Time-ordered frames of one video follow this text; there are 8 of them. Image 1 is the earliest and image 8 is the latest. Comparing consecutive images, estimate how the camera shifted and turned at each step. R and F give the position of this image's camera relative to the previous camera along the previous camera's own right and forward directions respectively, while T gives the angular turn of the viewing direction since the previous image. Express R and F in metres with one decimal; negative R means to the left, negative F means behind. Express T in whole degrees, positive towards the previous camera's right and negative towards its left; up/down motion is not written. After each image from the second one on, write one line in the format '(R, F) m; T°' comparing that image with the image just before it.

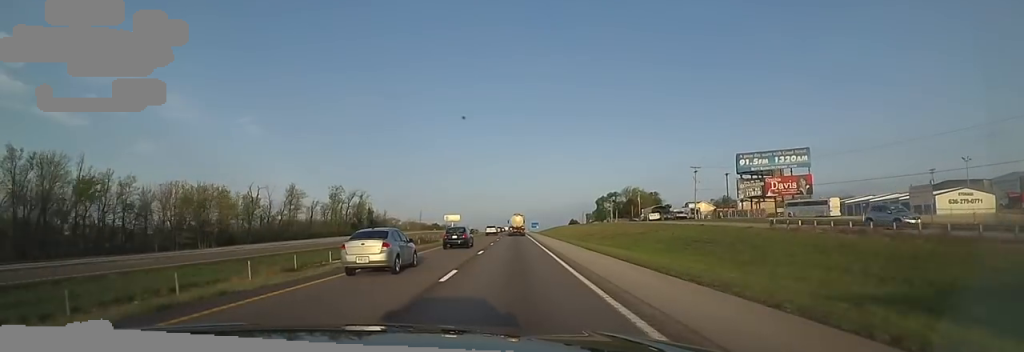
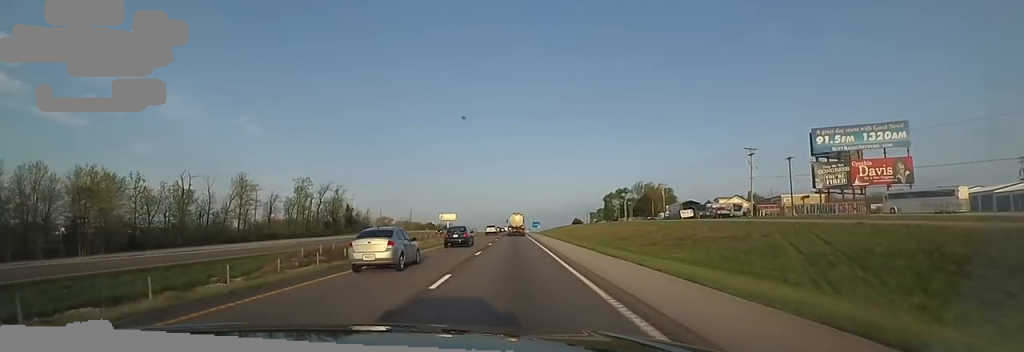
(+0.4, +26.3) m; +1°
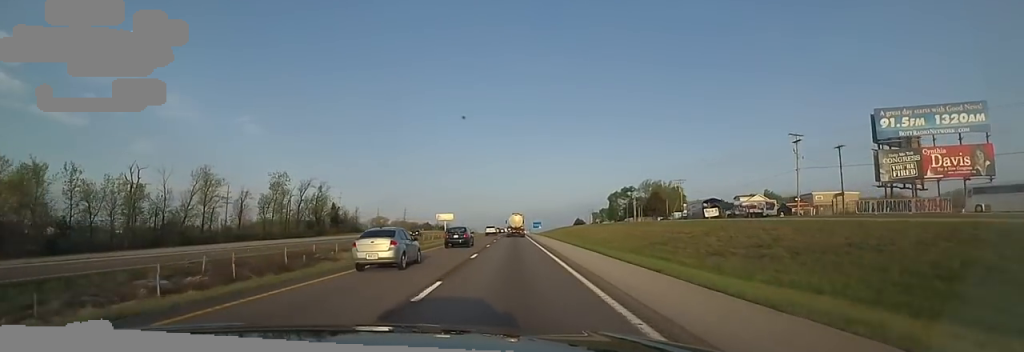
(+0.7, +14.1) m; 0°
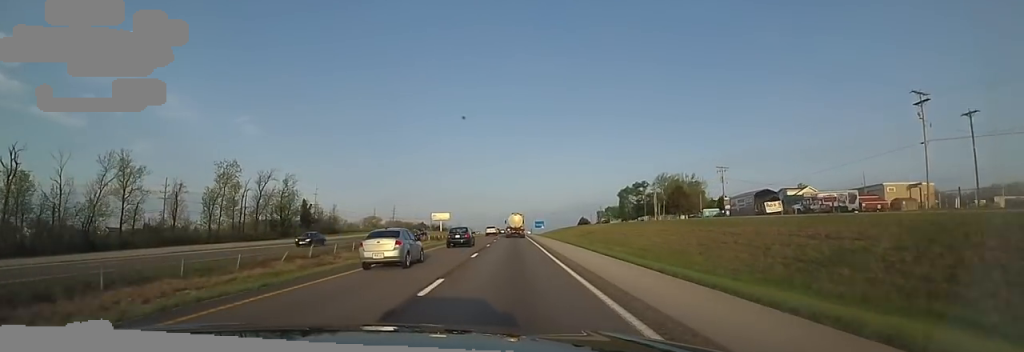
(-0.6, +23.3) m; -1°
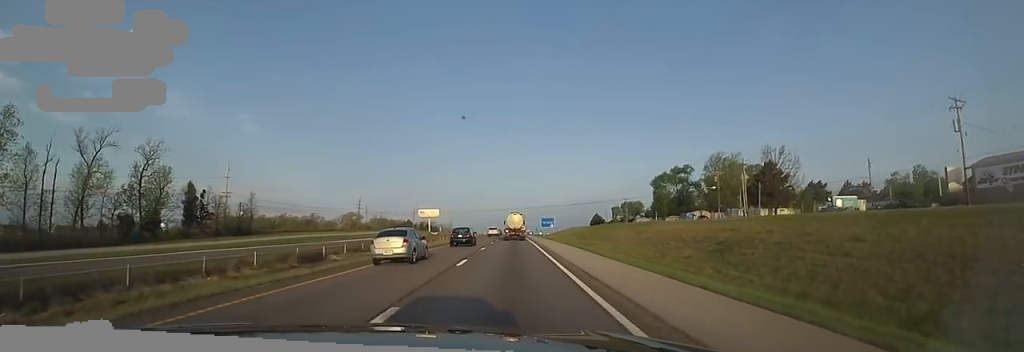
(0.0, +52.4) m; 0°
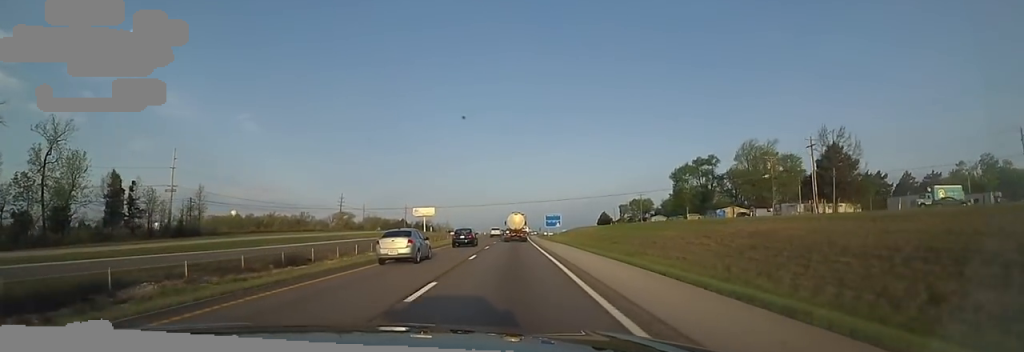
(-0.6, +20.2) m; +1°
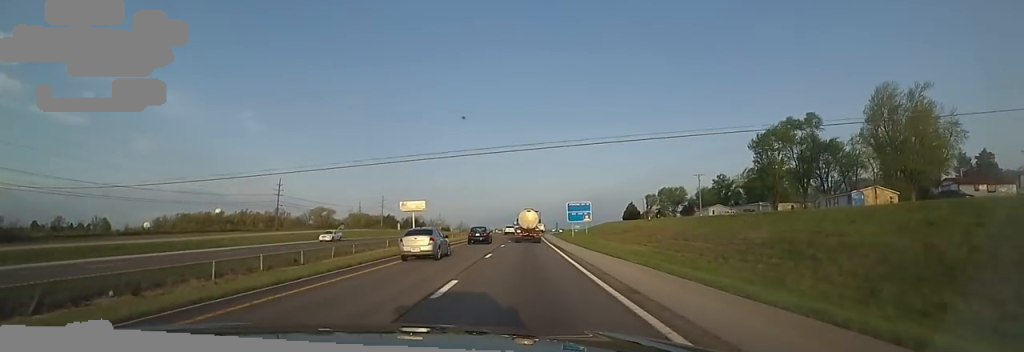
(+0.6, +48.5) m; -1°
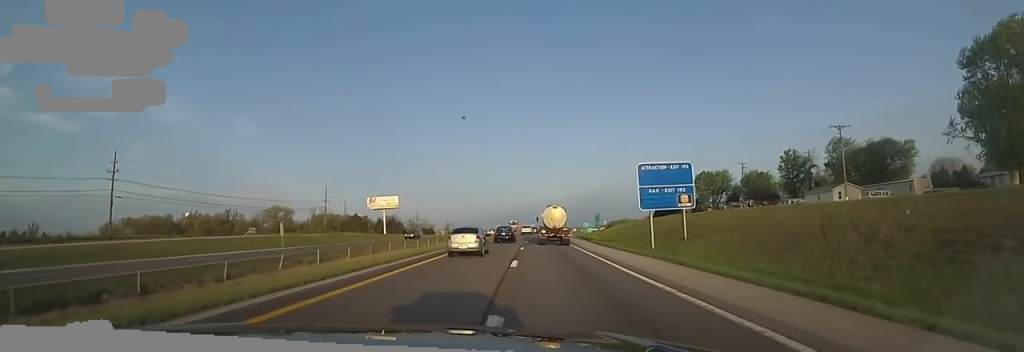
(-1.4, +53.3) m; 0°
